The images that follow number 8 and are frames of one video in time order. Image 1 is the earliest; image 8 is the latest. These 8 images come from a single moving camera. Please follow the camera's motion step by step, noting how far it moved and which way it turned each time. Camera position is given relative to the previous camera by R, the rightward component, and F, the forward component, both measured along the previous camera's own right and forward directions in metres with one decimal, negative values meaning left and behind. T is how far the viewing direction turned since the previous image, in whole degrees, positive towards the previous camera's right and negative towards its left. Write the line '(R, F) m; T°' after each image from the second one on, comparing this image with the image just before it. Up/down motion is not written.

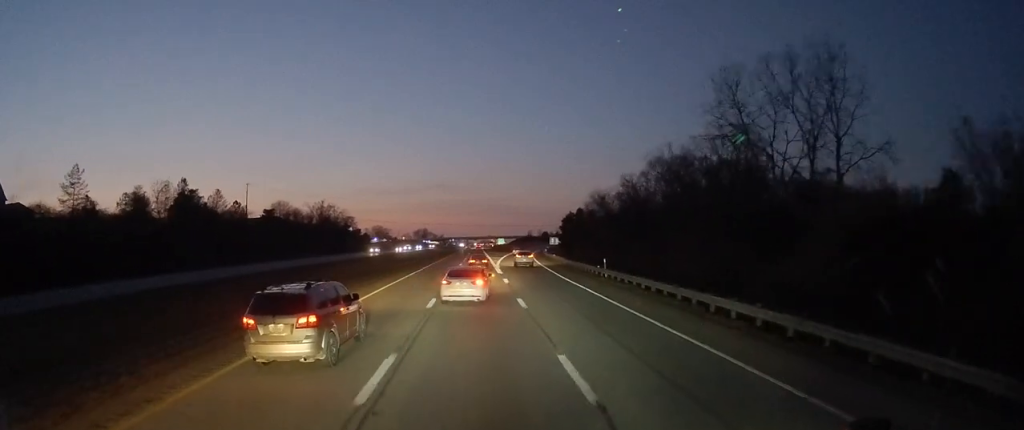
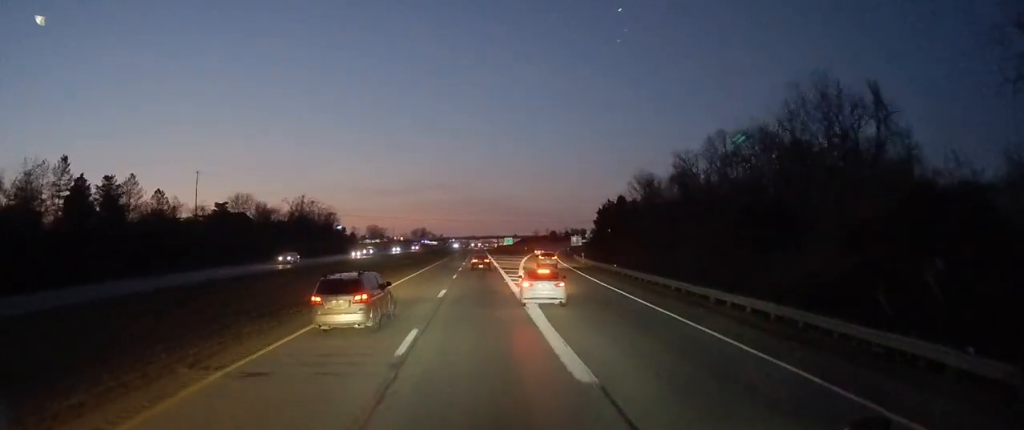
(+0.1, +33.7) m; 0°
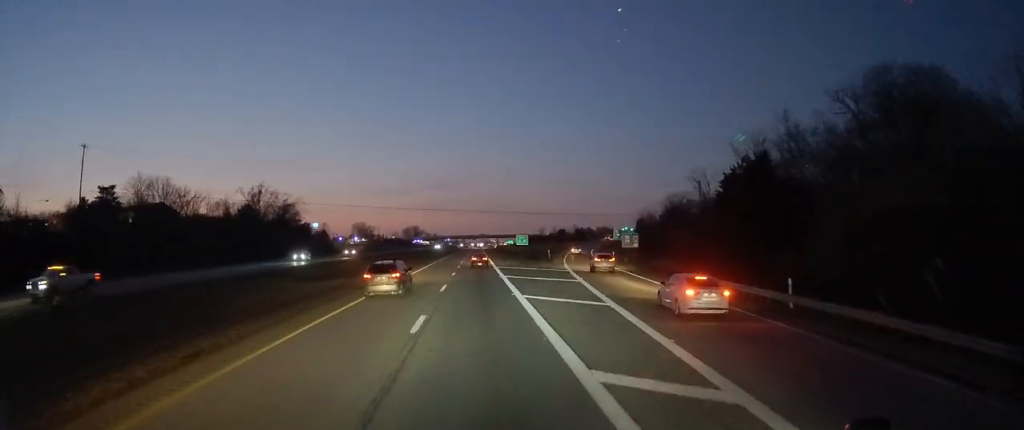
(0.0, +46.8) m; 0°
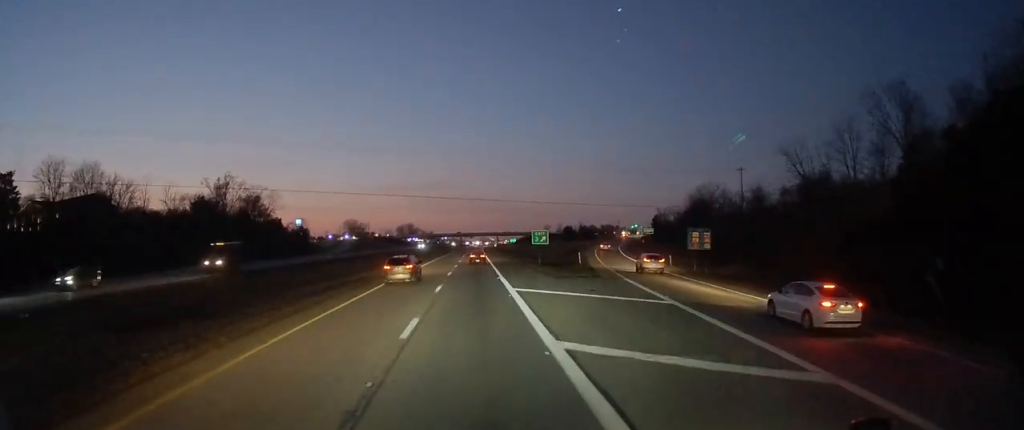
(-0.1, +26.8) m; 0°
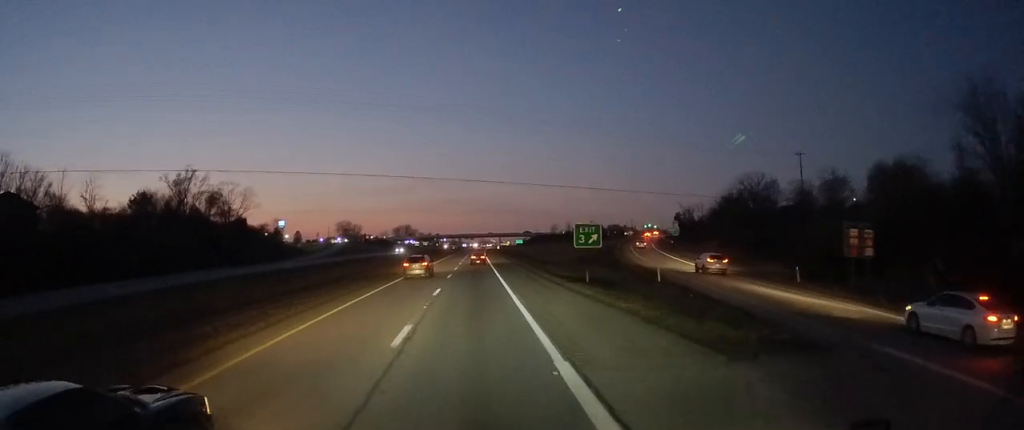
(+0.2, +24.9) m; 0°
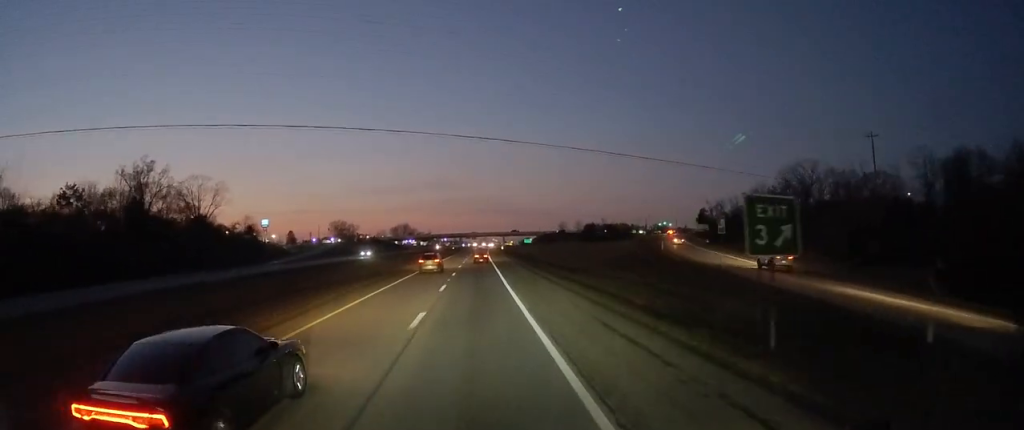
(-0.1, +21.4) m; 0°
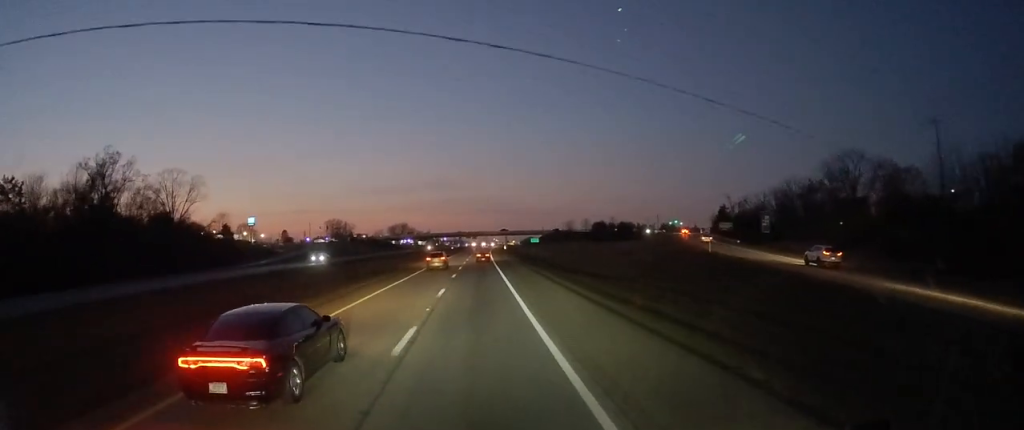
(0.0, +15.0) m; 0°
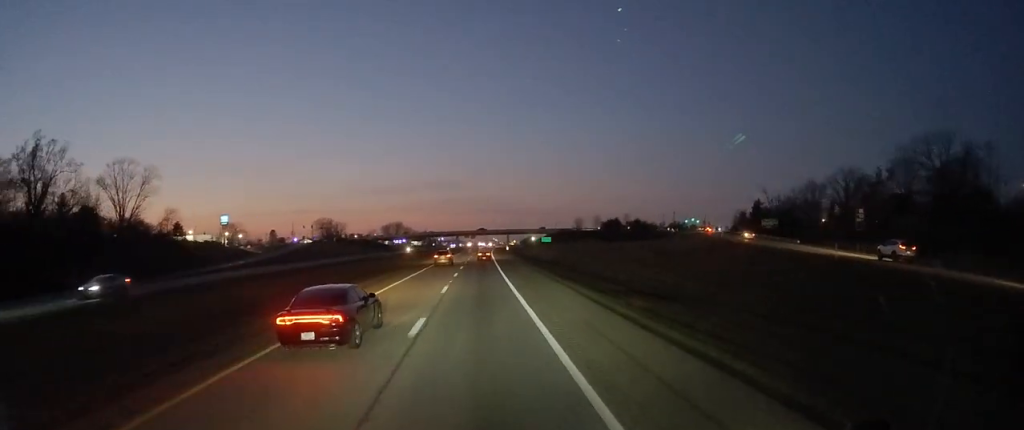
(+0.1, +22.9) m; 0°
